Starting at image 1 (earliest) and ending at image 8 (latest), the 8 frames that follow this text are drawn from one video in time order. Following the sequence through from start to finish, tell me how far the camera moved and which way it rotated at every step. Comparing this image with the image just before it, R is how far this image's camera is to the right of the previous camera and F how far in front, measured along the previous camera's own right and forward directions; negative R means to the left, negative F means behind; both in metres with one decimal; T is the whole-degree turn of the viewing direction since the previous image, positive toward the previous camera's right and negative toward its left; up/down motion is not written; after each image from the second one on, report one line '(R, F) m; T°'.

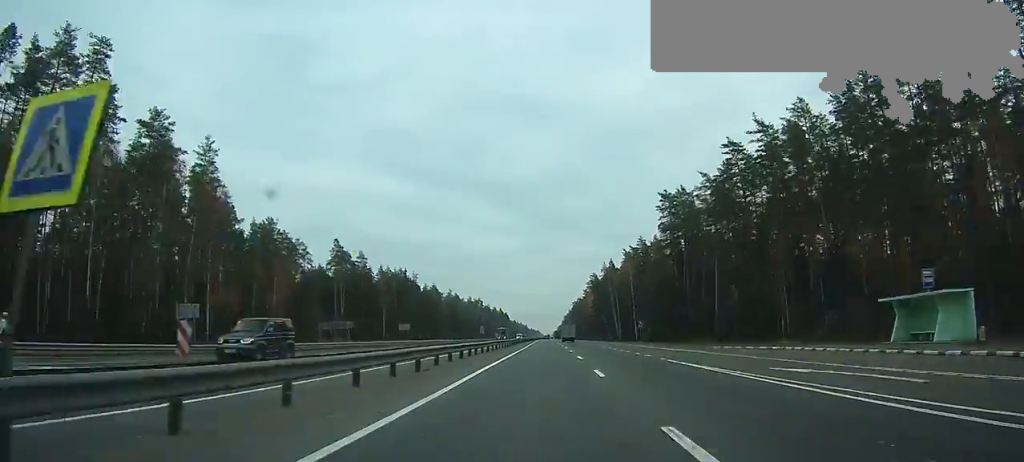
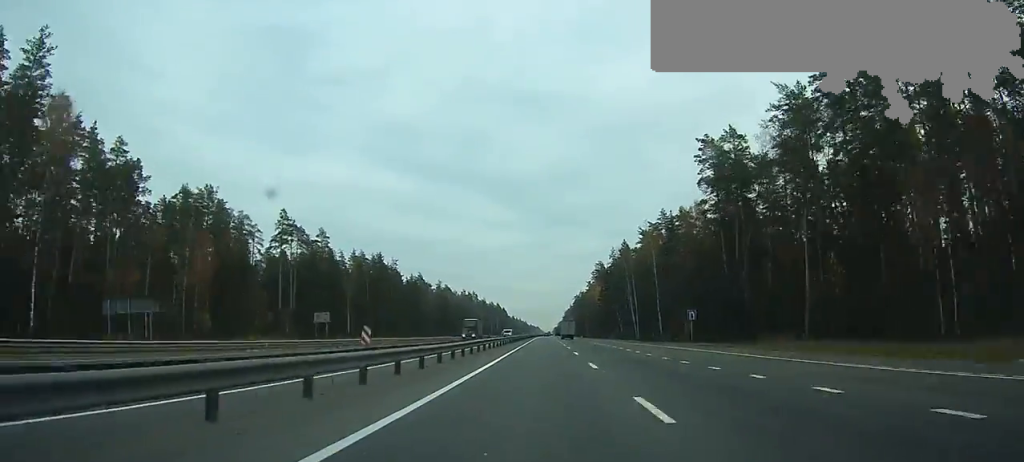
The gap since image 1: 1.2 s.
(0.0, +36.0) m; 0°
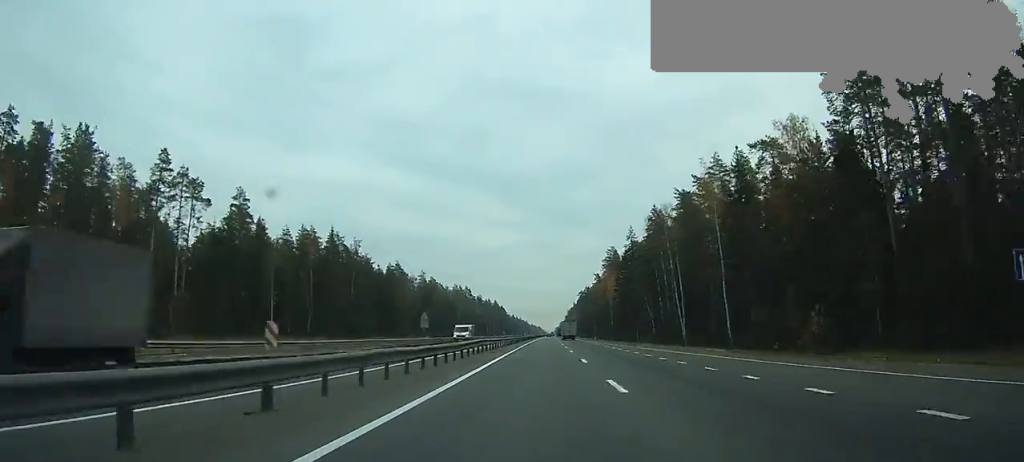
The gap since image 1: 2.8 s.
(+0.1, +48.5) m; 0°
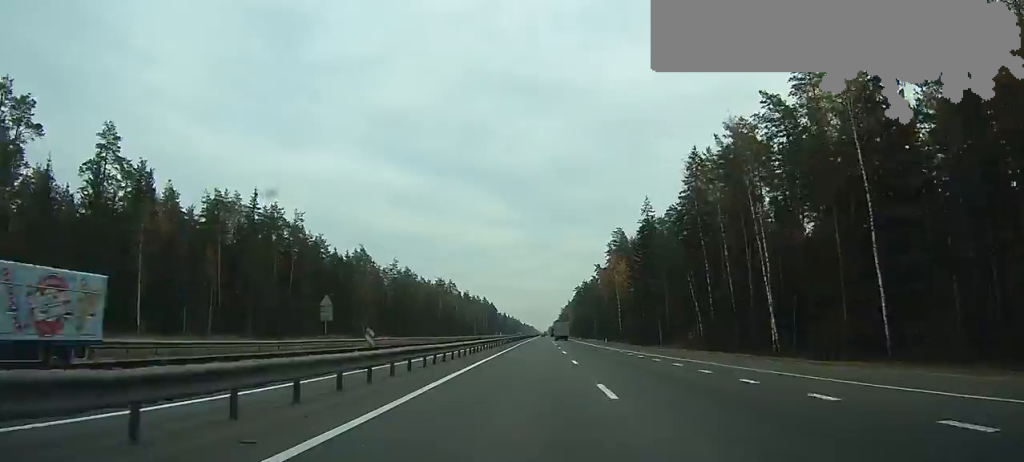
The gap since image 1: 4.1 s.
(+0.3, +40.1) m; 0°
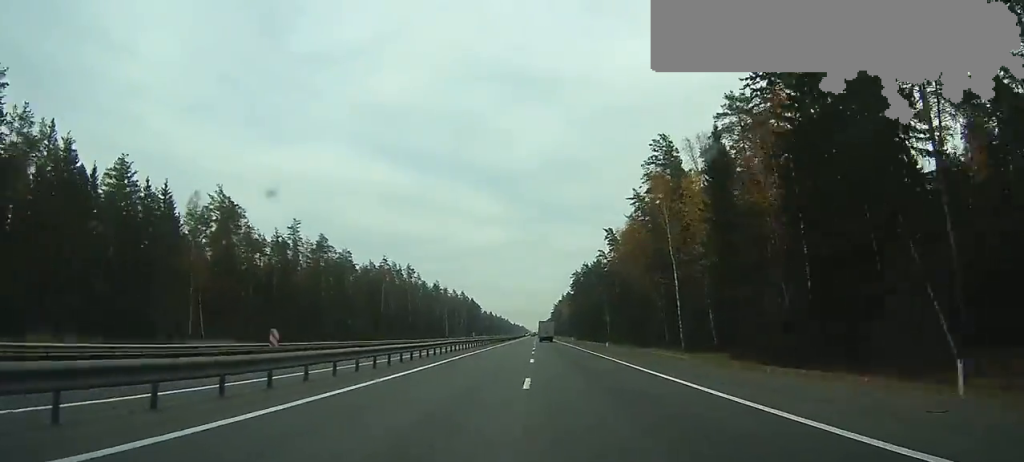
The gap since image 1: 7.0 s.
(+0.2, +85.1) m; 0°
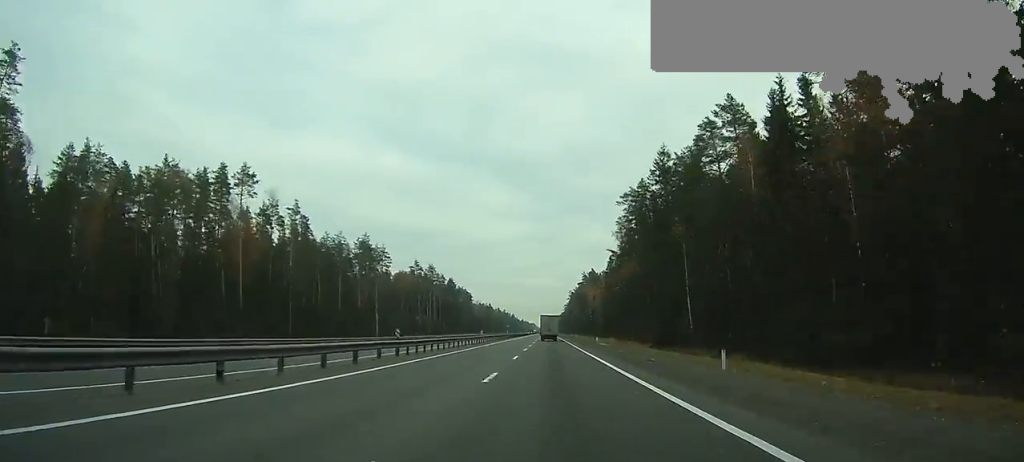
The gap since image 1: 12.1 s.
(-0.5, +147.6) m; -1°
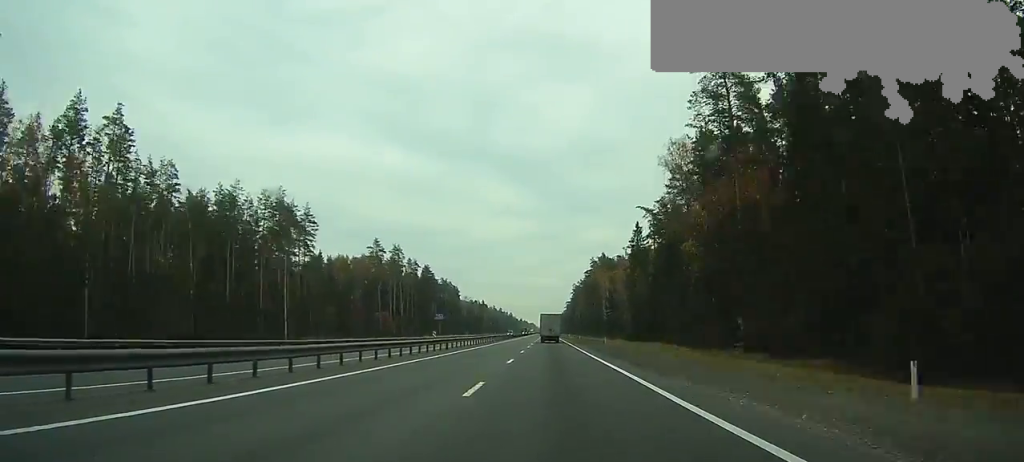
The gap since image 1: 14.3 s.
(0.0, +58.4) m; 0°
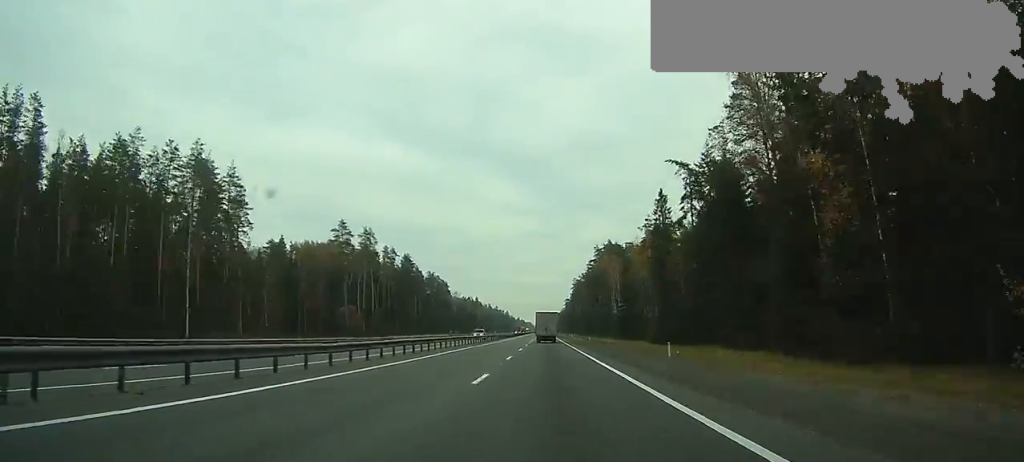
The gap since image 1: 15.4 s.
(0.0, +29.8) m; 0°
